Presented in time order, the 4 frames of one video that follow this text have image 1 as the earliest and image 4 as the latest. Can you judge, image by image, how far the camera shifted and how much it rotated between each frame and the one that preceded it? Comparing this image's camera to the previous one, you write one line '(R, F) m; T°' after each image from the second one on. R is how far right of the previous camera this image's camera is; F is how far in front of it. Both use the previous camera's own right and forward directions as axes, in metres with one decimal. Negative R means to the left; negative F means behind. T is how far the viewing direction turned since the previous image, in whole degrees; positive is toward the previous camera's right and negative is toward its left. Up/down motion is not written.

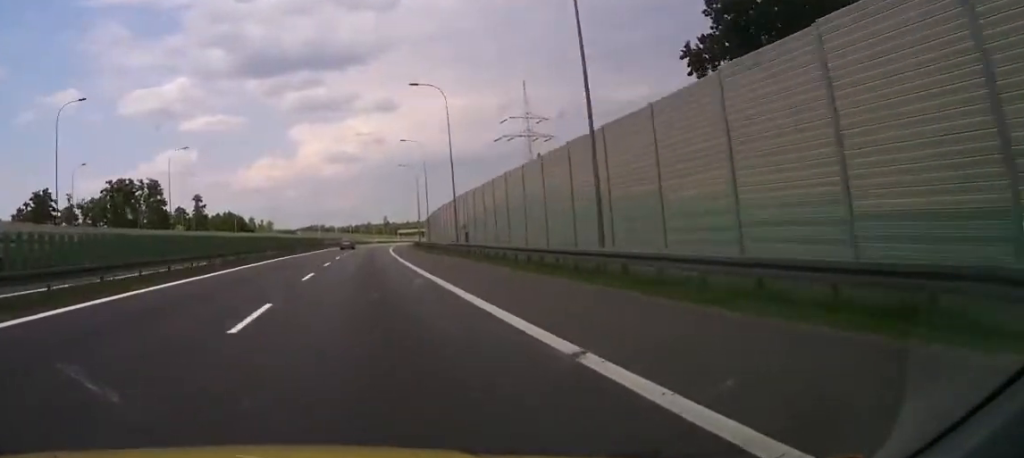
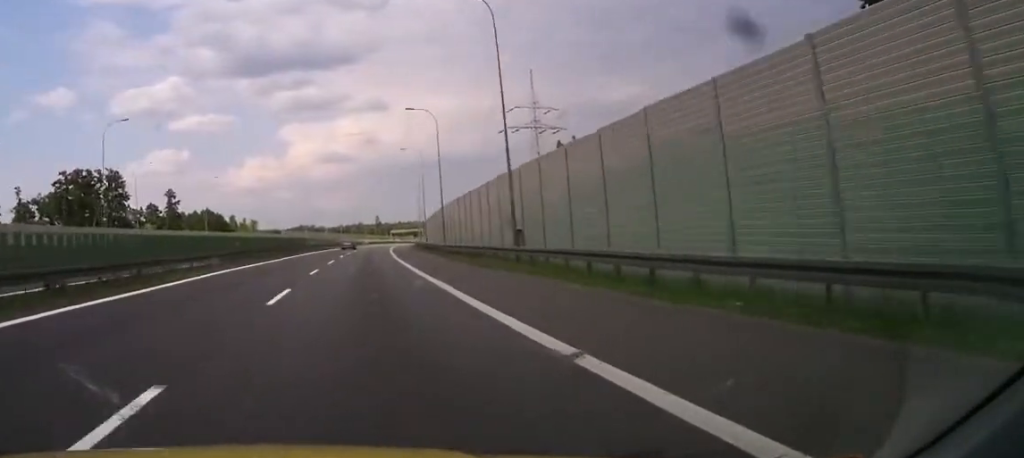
(-0.3, +19.6) m; +1°
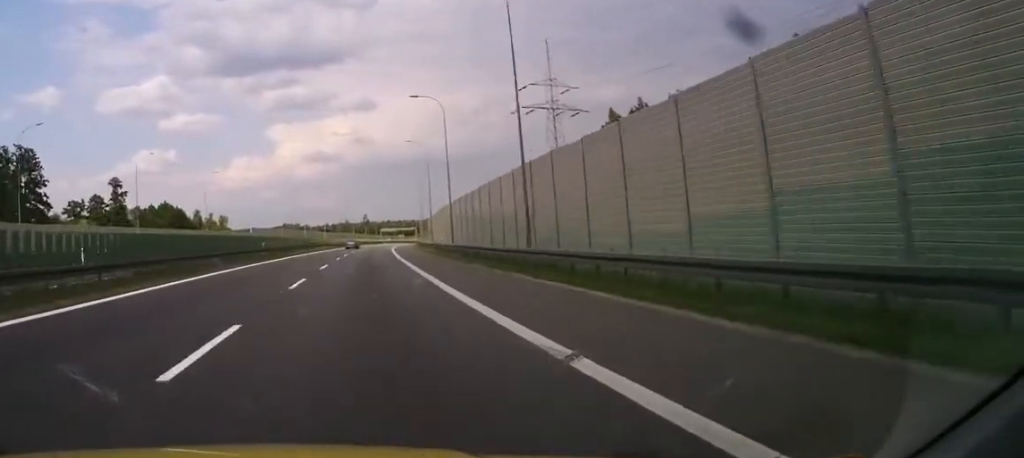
(+0.8, +31.5) m; +2°
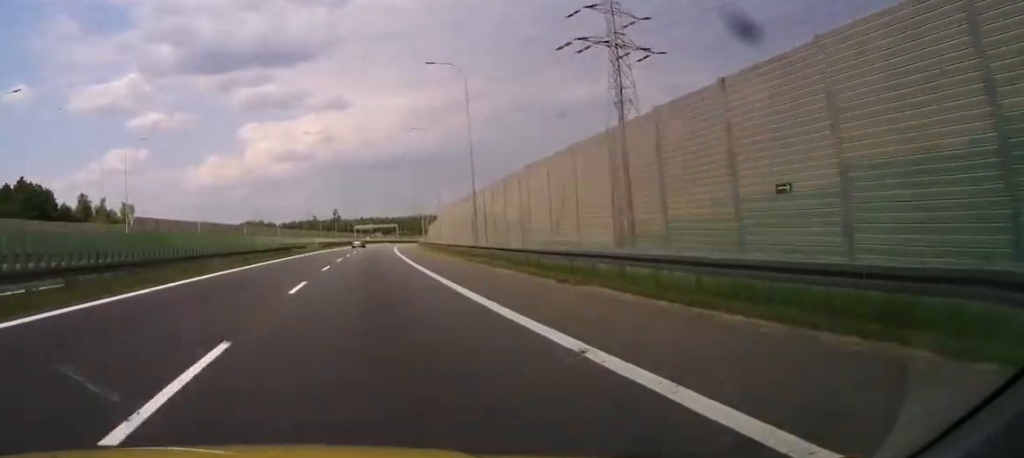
(+1.2, +62.0) m; +1°
